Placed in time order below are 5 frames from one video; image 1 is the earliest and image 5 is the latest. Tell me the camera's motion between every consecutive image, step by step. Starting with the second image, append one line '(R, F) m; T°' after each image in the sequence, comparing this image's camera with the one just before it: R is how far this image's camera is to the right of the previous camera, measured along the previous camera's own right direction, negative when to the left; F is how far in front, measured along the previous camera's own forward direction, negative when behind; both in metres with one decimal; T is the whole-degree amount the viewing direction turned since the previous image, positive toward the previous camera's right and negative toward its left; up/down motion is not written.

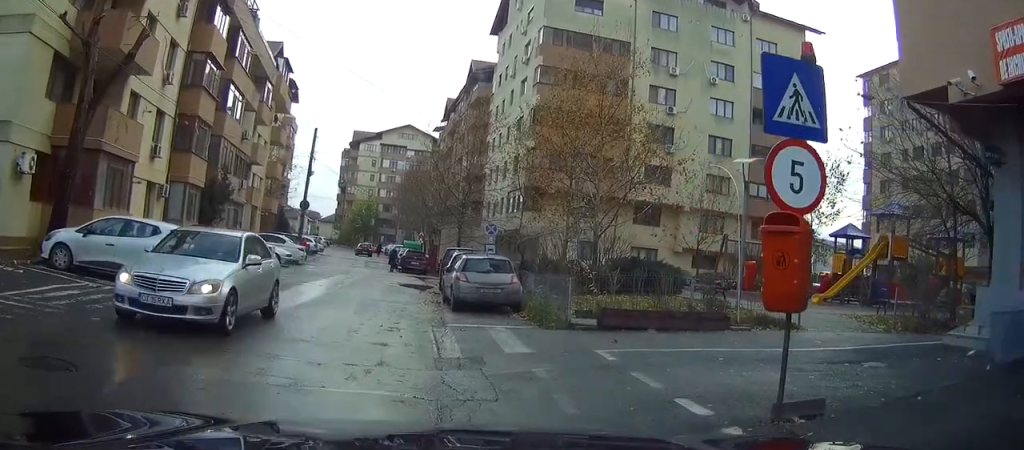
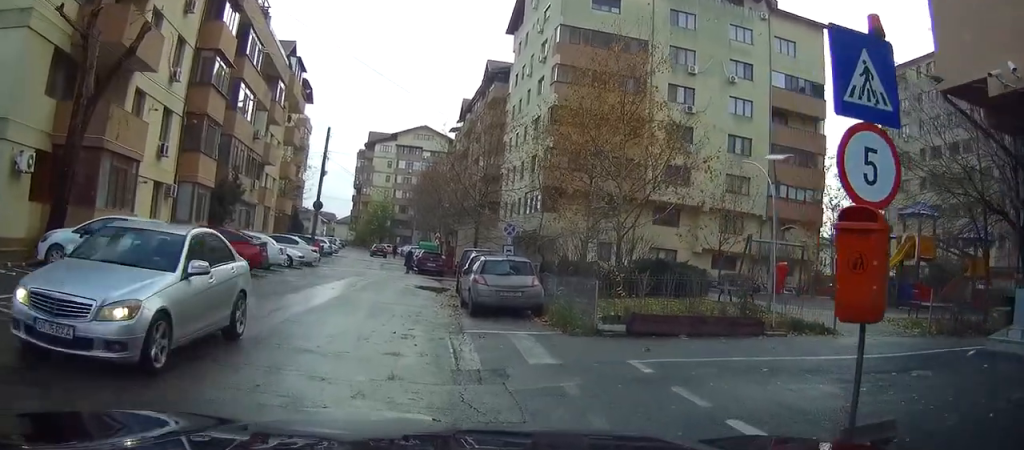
(-0.7, +2.7) m; -16°
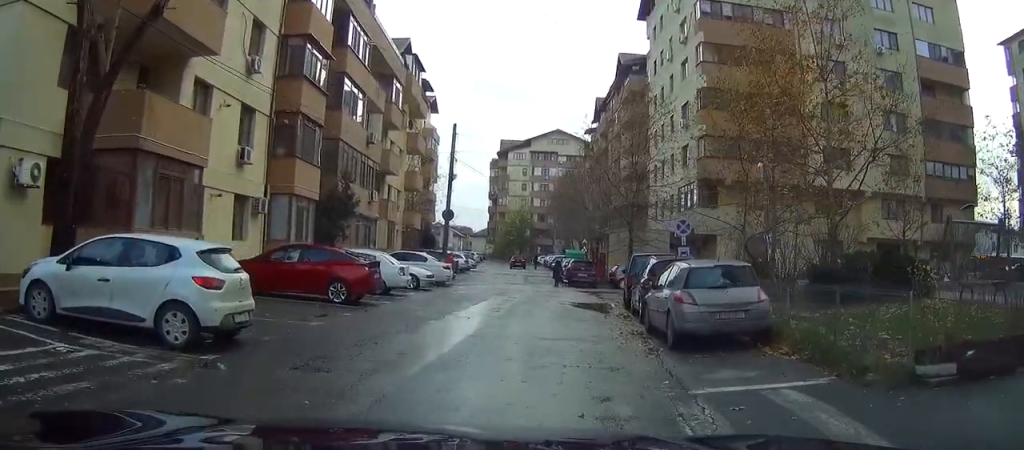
(+0.8, +3.1) m; +24°
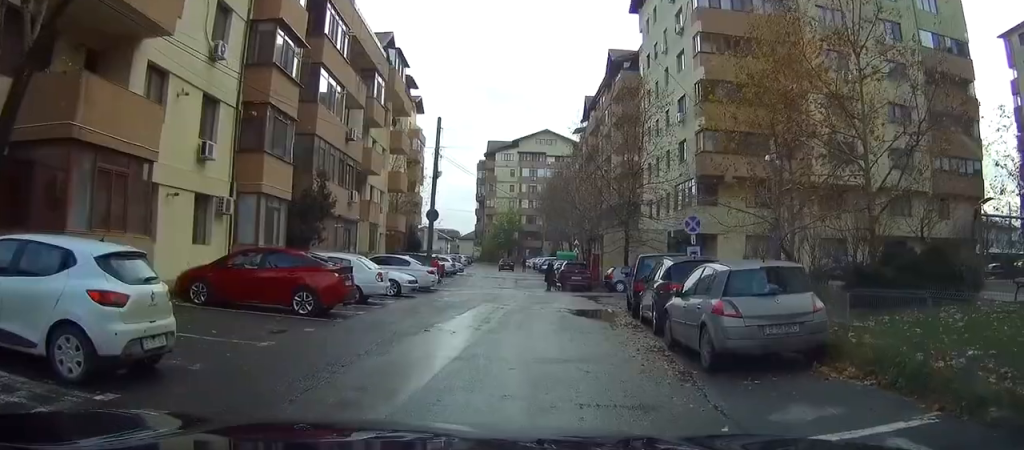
(+0.1, +1.5) m; +8°
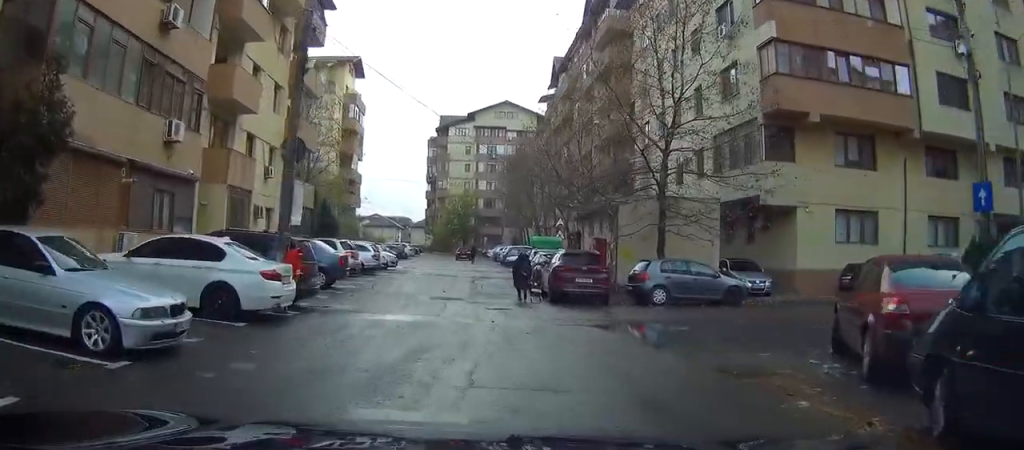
(+3.6, +13.5) m; +7°
